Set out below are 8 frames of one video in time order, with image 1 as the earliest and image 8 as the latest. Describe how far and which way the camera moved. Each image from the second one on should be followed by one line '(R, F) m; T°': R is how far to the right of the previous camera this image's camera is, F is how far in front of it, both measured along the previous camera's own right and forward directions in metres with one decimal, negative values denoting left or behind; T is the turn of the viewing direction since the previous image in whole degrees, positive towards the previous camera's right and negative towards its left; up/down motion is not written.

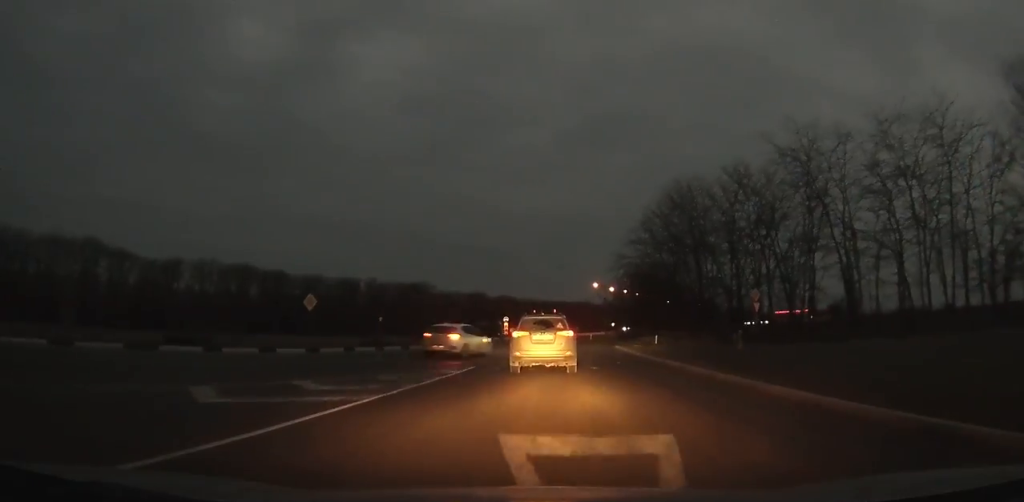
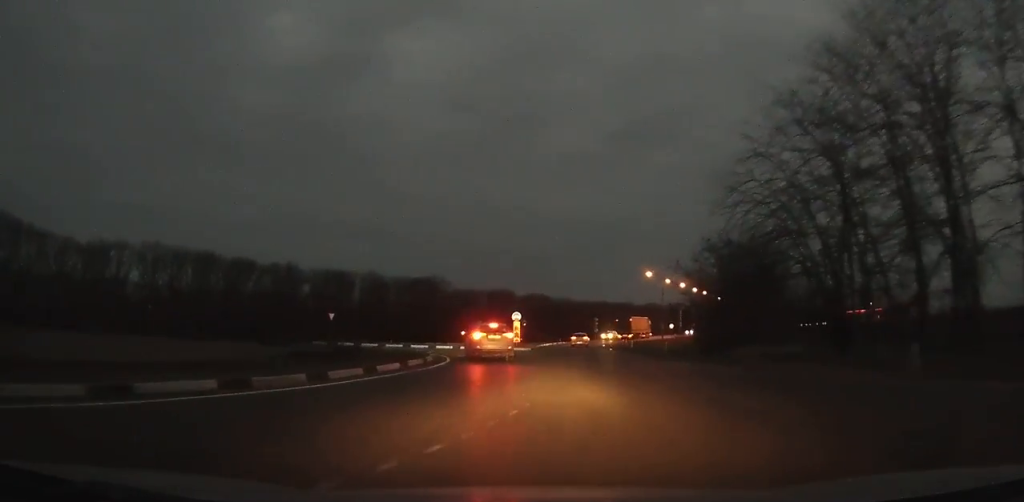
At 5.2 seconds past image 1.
(-1.1, +36.1) m; -9°
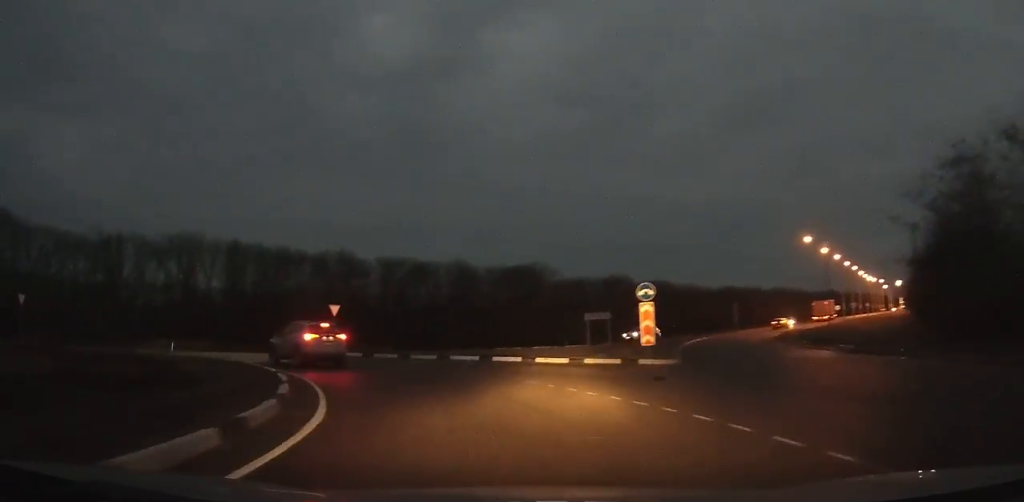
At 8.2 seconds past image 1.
(-2.0, +18.6) m; -14°
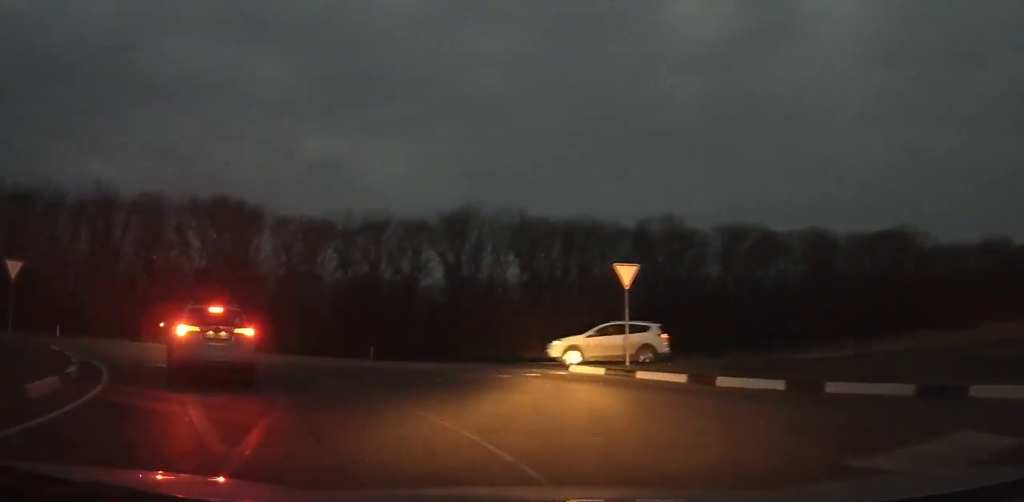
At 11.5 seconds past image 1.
(-2.5, +16.7) m; -27°
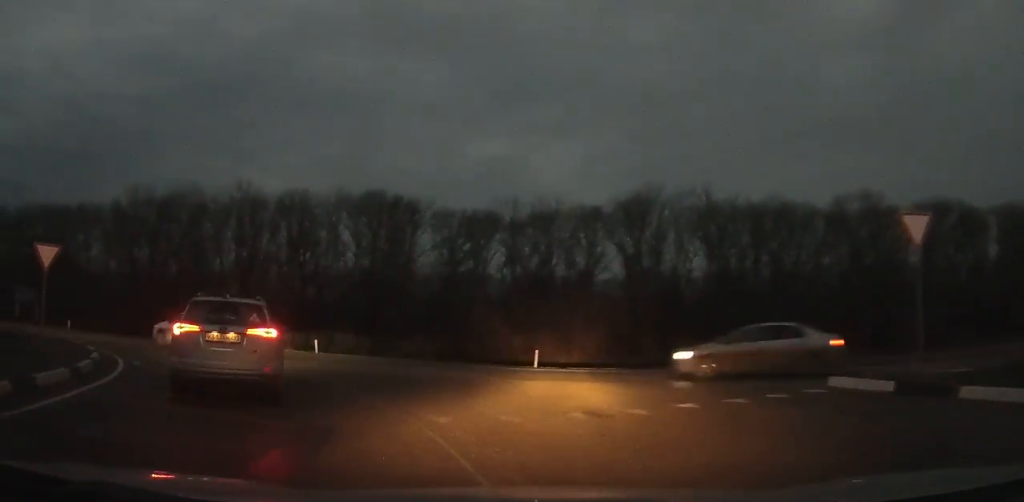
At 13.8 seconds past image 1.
(-2.9, +9.4) m; -29°
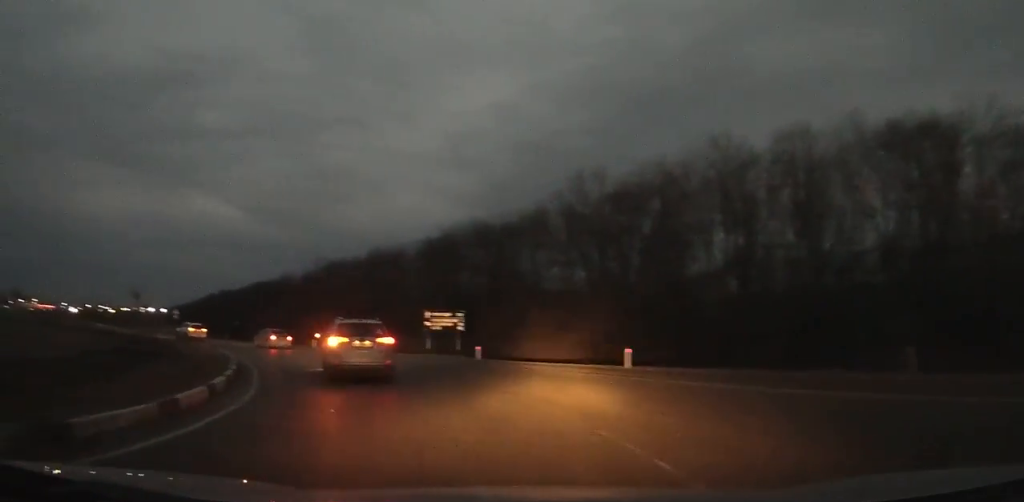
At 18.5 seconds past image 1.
(-11.8, +21.1) m; -52°
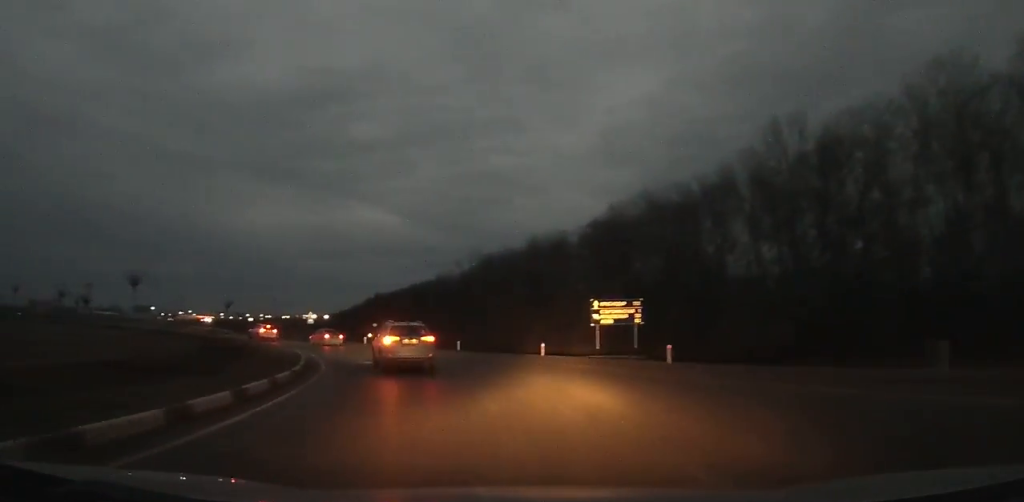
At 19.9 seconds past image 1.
(-1.3, +10.5) m; -11°
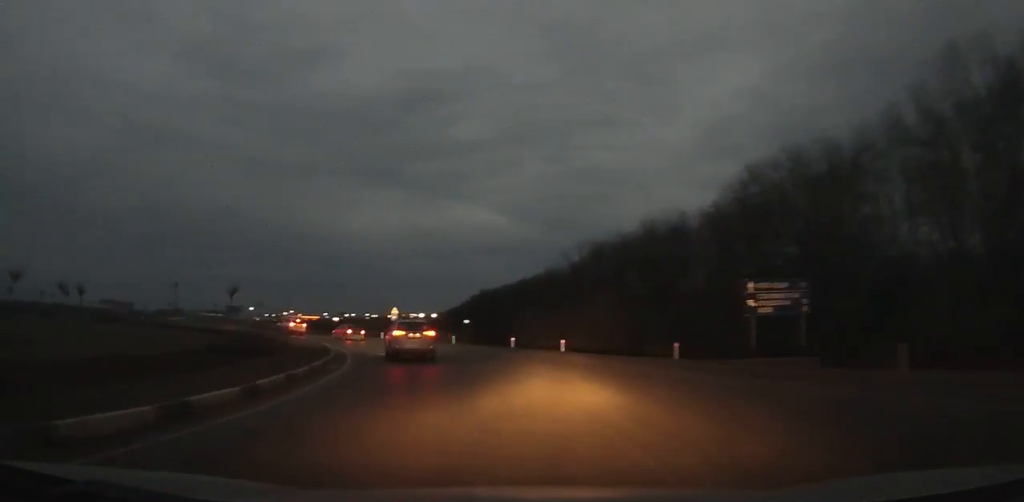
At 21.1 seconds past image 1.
(0.0, +9.5) m; -9°
